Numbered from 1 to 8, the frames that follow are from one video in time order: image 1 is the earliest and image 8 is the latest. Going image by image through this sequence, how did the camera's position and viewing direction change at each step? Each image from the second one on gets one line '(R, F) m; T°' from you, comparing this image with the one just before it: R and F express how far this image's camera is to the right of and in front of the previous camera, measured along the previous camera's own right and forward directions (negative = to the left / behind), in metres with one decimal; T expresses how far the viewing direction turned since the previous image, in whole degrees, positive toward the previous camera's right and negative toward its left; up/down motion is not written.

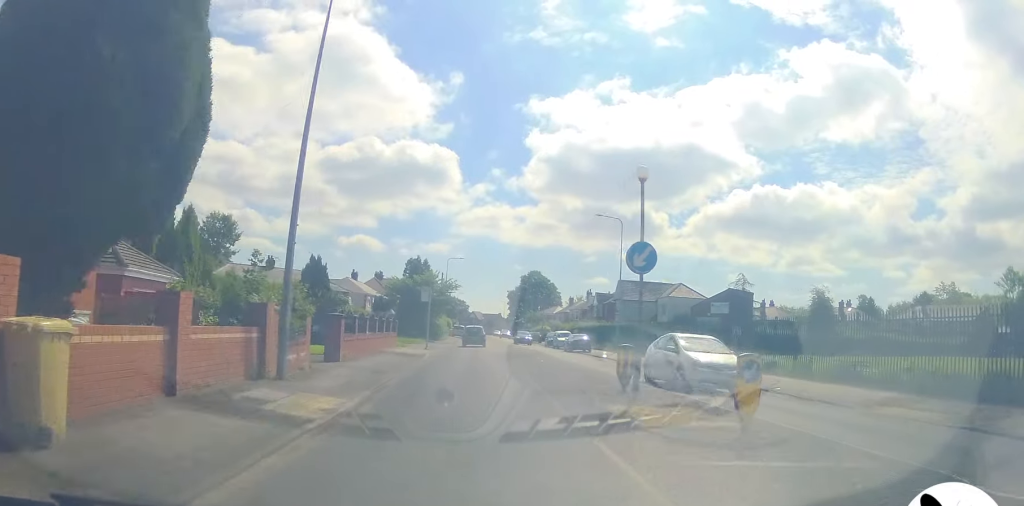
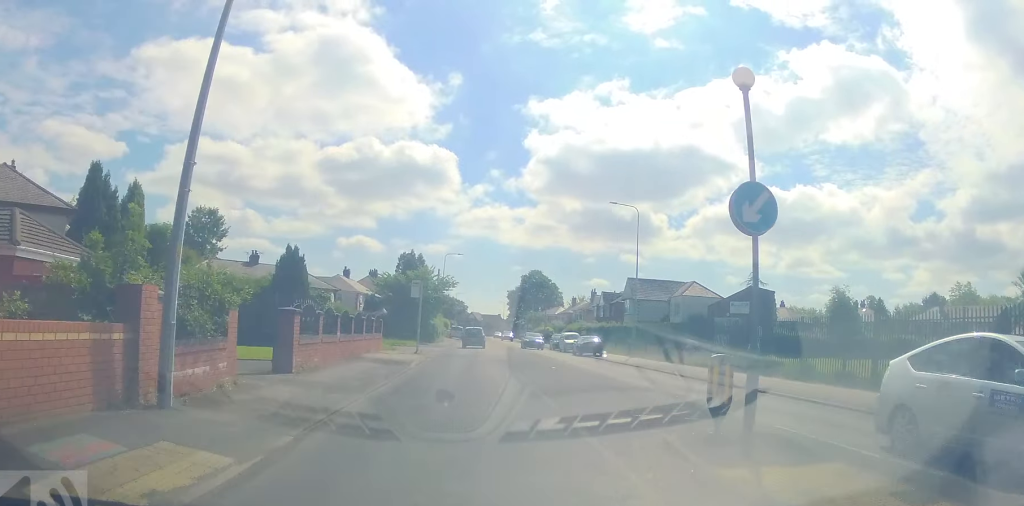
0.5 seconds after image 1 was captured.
(0.0, +5.0) m; 0°
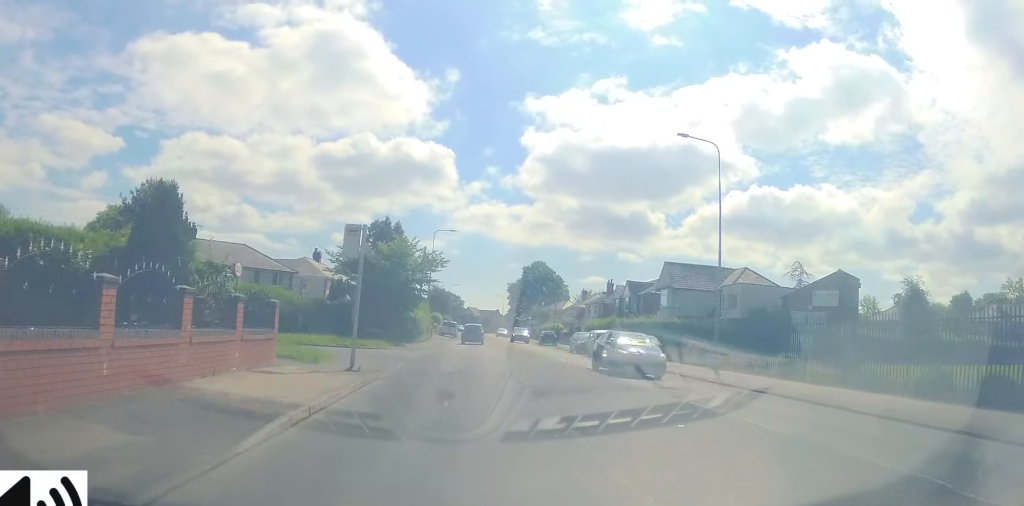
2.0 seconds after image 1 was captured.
(-0.3, +15.0) m; -3°
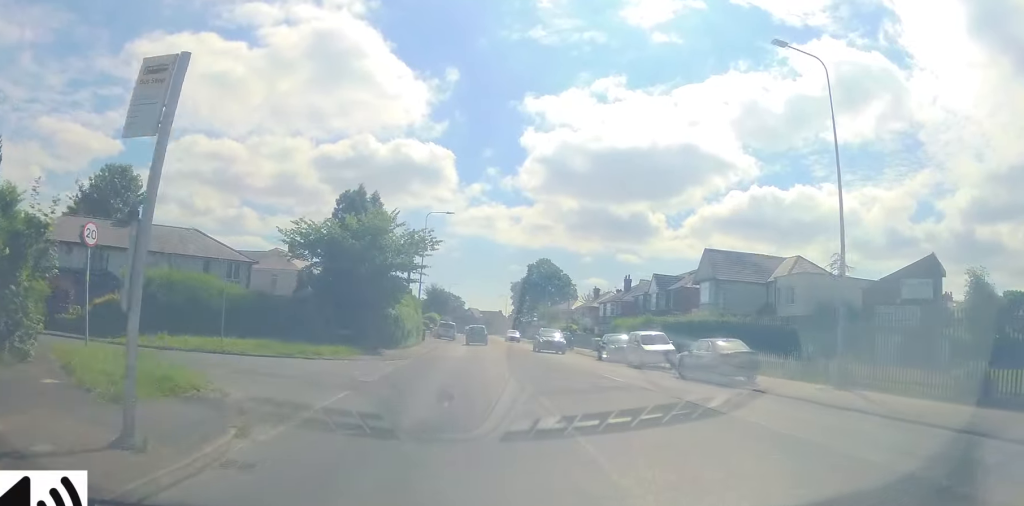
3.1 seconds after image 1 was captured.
(-0.2, +10.2) m; +2°
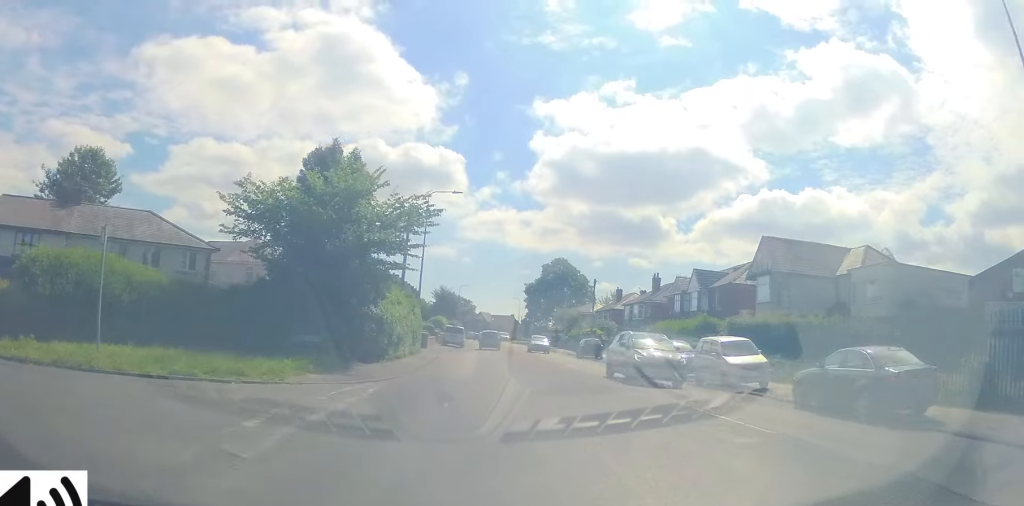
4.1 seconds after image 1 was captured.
(+0.3, +8.7) m; +3°
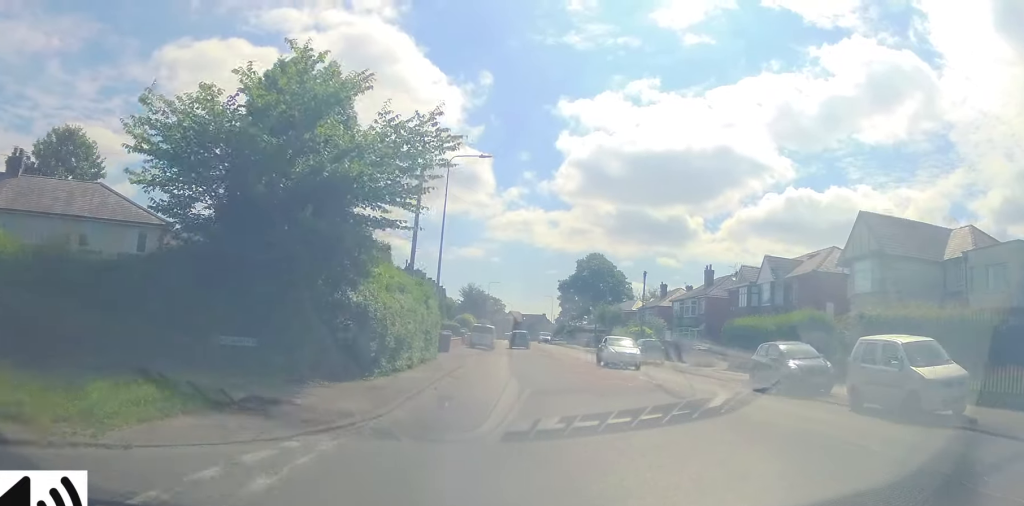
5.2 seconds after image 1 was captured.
(0.0, +8.7) m; -1°
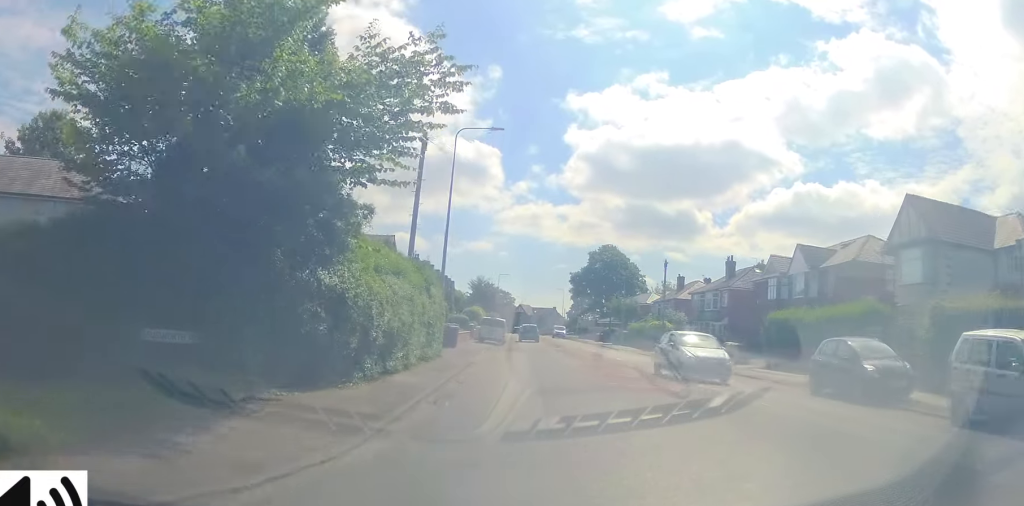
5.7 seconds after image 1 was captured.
(+0.1, +3.8) m; -2°
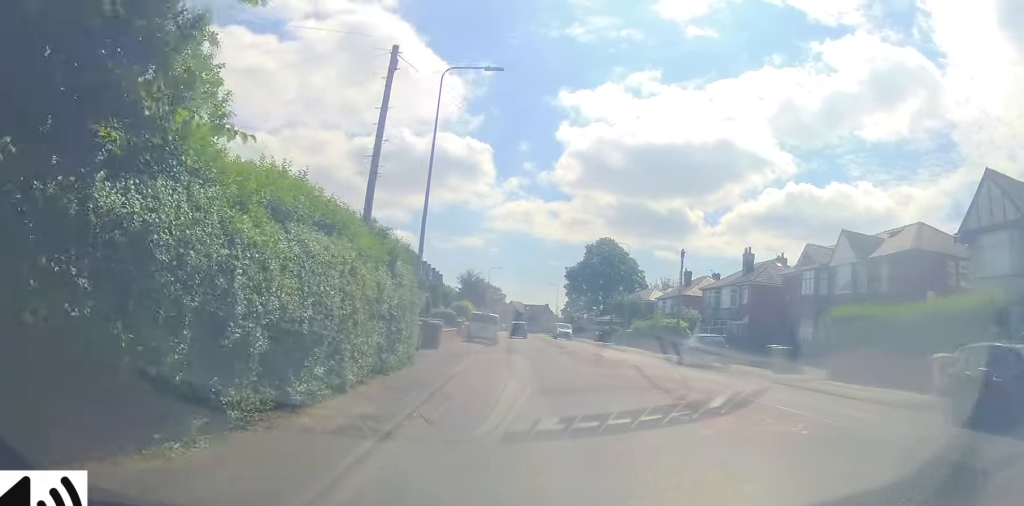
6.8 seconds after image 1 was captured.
(-0.5, +7.0) m; -4°
